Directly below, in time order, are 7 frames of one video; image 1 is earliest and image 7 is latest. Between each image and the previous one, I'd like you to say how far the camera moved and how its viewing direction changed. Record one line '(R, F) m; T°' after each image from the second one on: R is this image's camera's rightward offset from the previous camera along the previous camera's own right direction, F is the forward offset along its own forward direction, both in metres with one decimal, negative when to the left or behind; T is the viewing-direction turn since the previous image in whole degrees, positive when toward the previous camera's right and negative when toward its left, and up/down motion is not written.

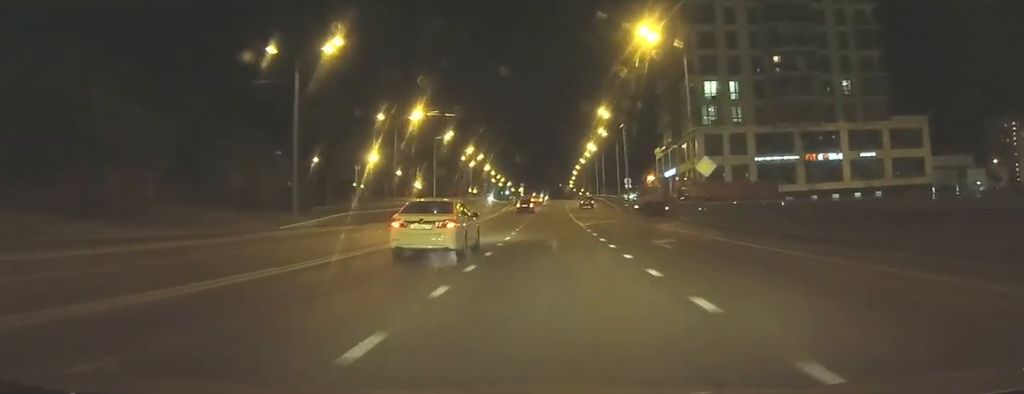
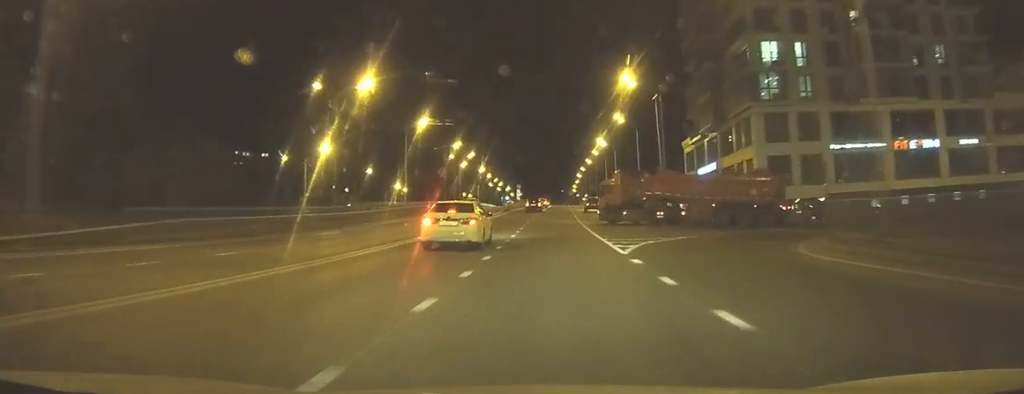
(0.0, +20.0) m; 0°
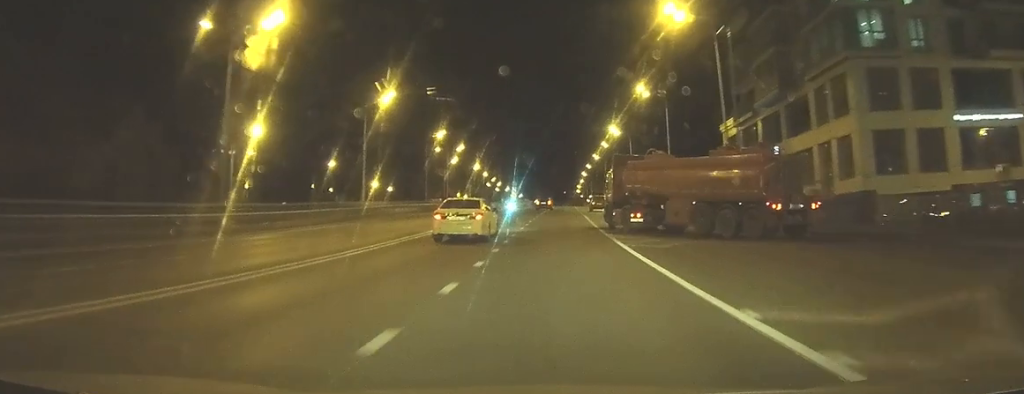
(+0.1, +17.9) m; 0°
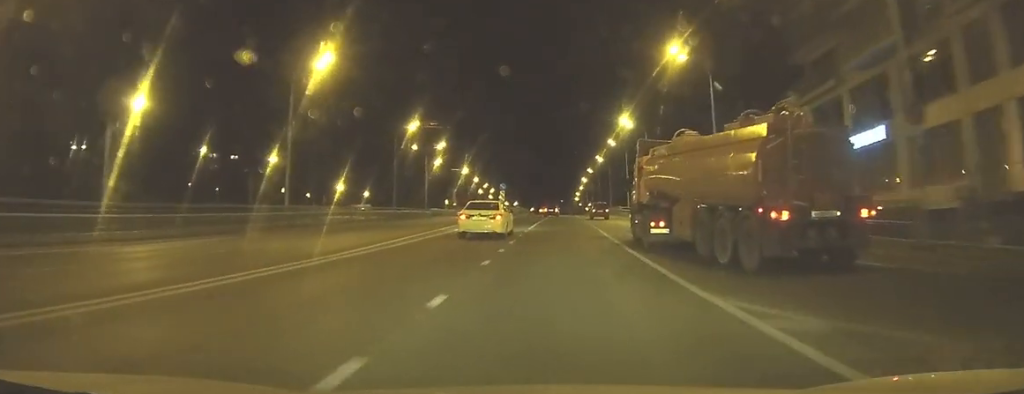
(+0.1, +18.3) m; 0°
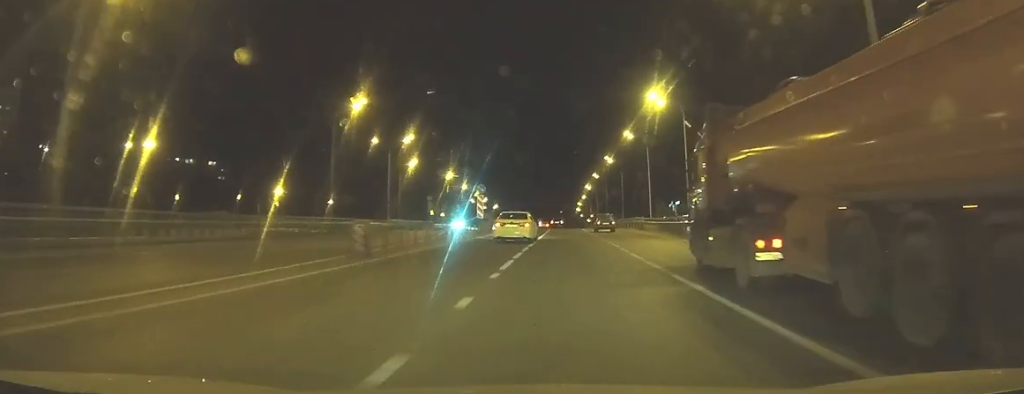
(0.0, +22.8) m; 0°
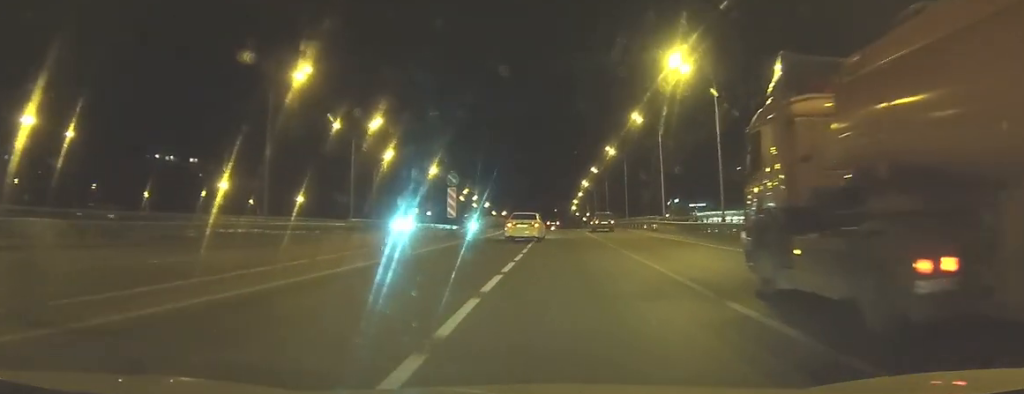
(0.0, +12.0) m; 0°
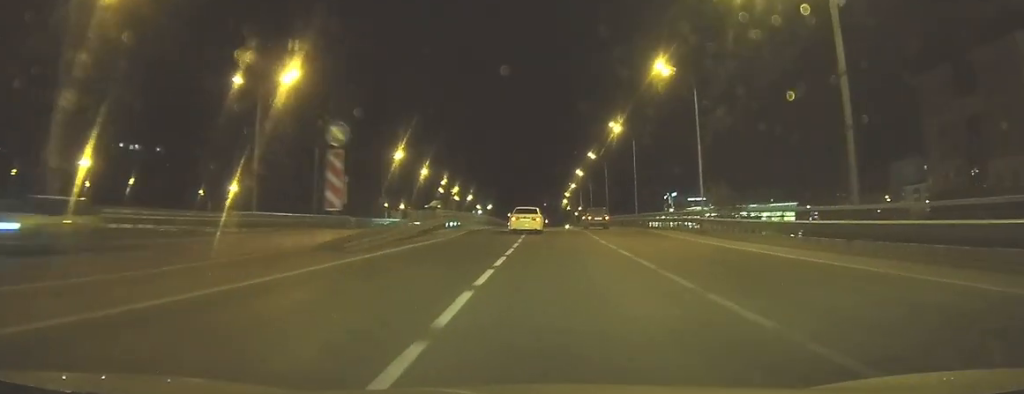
(+0.1, +19.4) m; 0°
